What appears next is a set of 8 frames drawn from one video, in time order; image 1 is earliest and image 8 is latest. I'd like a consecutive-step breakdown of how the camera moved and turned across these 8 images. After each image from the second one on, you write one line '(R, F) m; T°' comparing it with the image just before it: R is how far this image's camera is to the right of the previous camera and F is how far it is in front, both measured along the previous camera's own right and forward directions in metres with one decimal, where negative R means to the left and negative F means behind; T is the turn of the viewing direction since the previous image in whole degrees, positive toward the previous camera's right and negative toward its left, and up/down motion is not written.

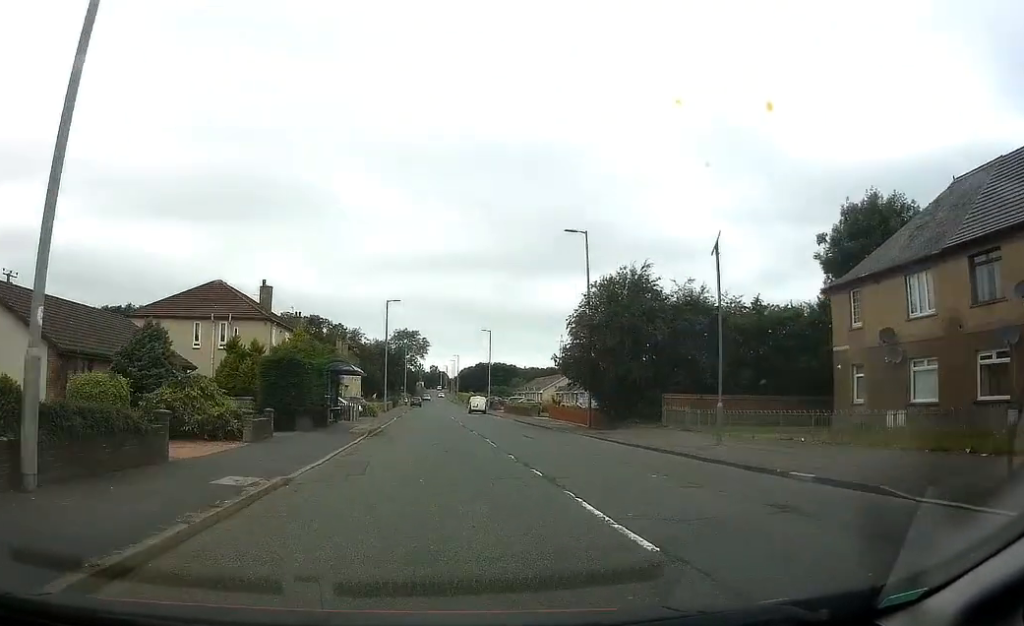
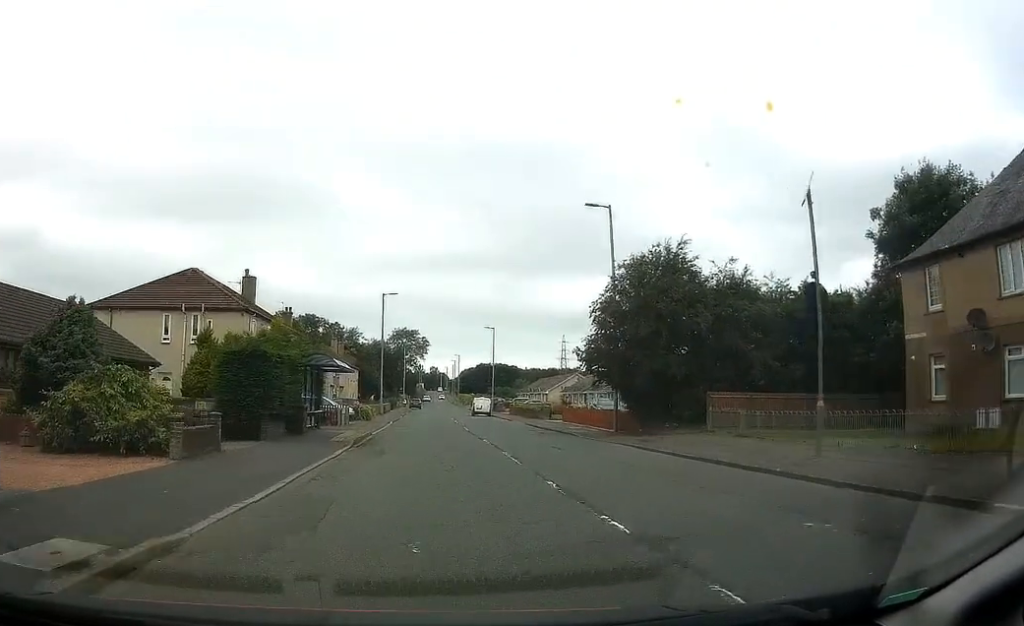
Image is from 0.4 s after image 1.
(+0.1, +5.2) m; -1°
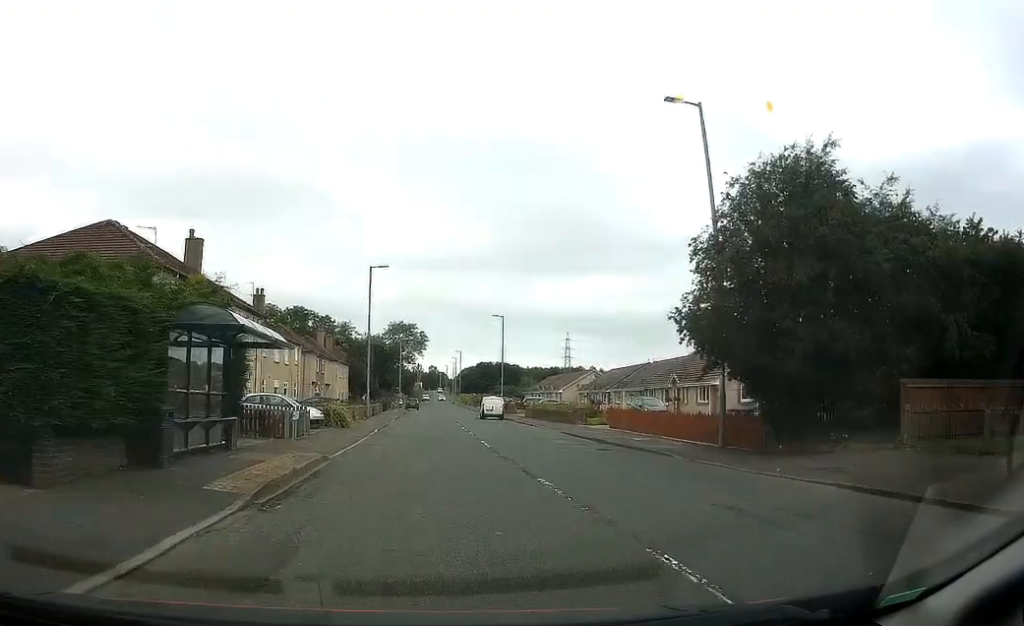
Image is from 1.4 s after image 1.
(-0.4, +11.9) m; -1°
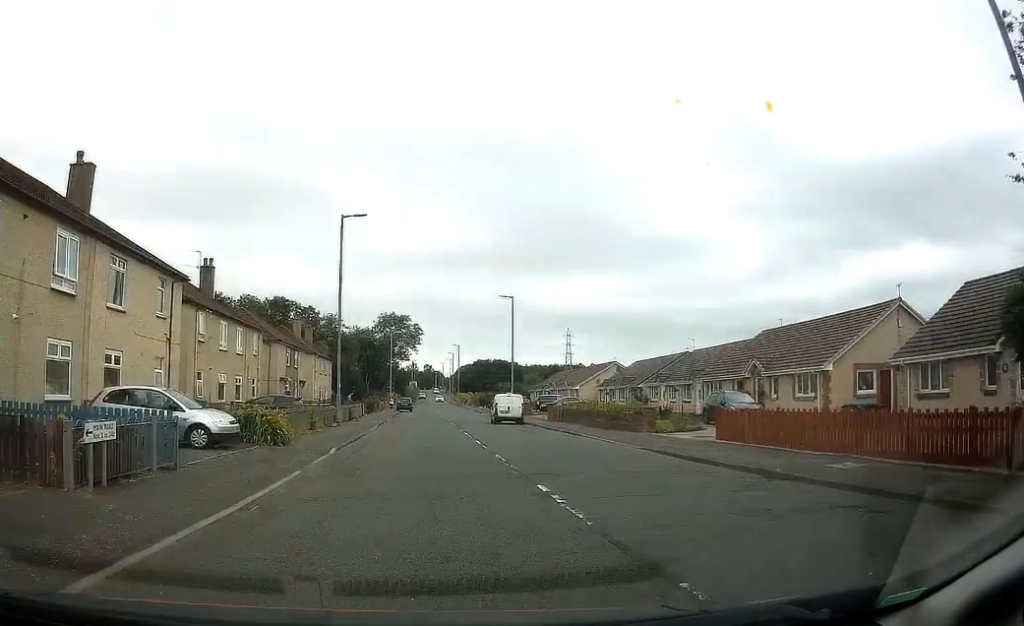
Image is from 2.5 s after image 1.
(+0.3, +13.5) m; +2°
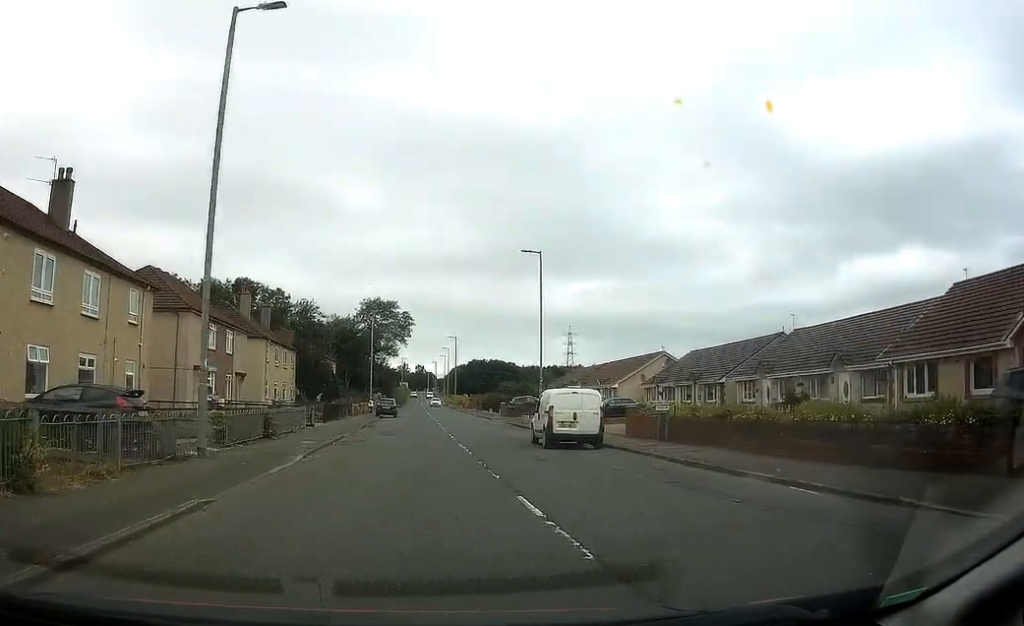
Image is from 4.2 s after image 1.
(+0.5, +19.2) m; +2°
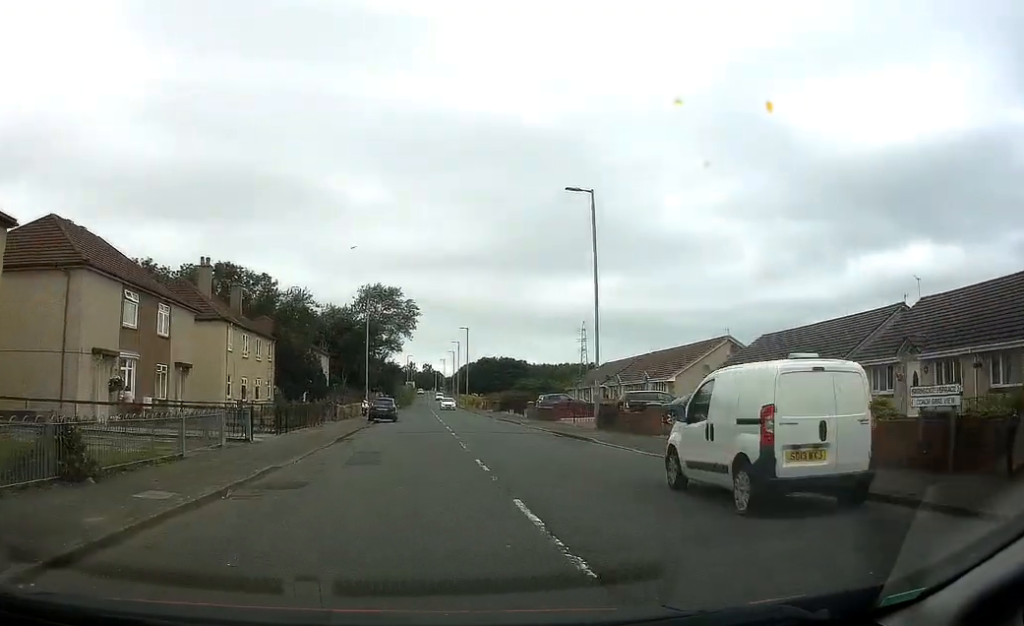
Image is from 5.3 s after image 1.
(-0.1, +12.7) m; -2°
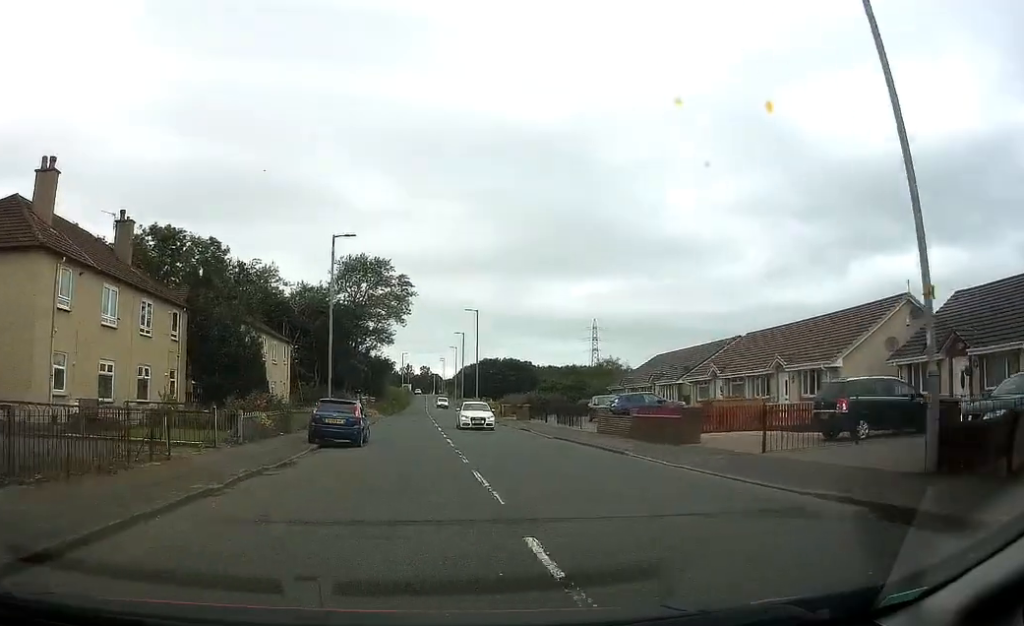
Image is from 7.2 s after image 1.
(-0.4, +21.2) m; -1°
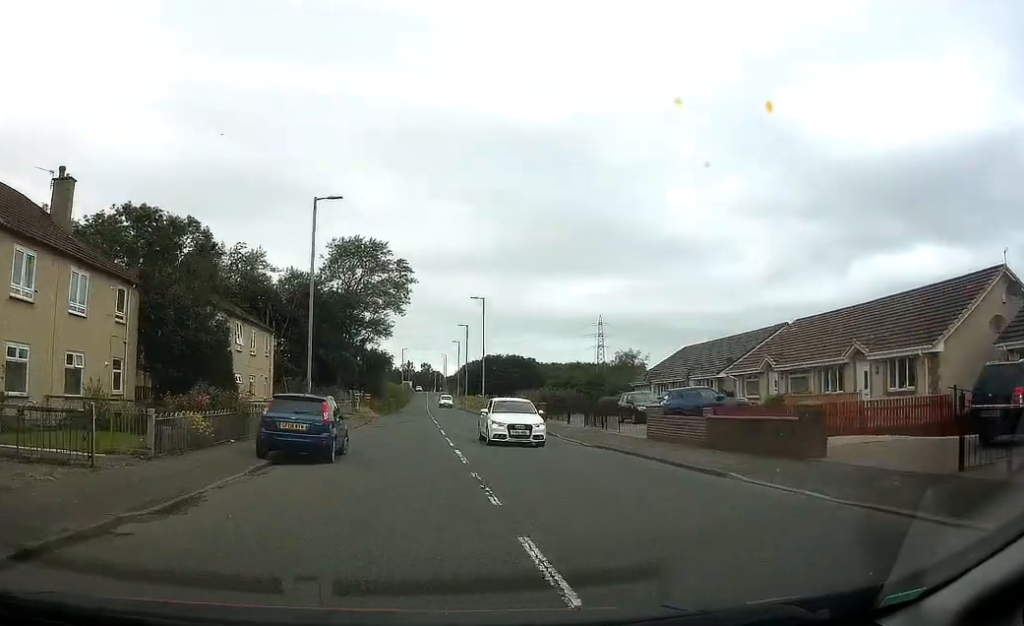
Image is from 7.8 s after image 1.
(0.0, +6.8) m; 0°
